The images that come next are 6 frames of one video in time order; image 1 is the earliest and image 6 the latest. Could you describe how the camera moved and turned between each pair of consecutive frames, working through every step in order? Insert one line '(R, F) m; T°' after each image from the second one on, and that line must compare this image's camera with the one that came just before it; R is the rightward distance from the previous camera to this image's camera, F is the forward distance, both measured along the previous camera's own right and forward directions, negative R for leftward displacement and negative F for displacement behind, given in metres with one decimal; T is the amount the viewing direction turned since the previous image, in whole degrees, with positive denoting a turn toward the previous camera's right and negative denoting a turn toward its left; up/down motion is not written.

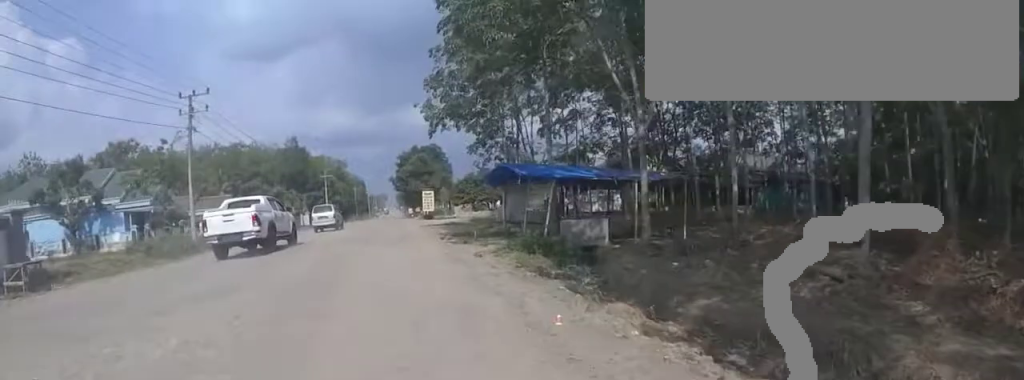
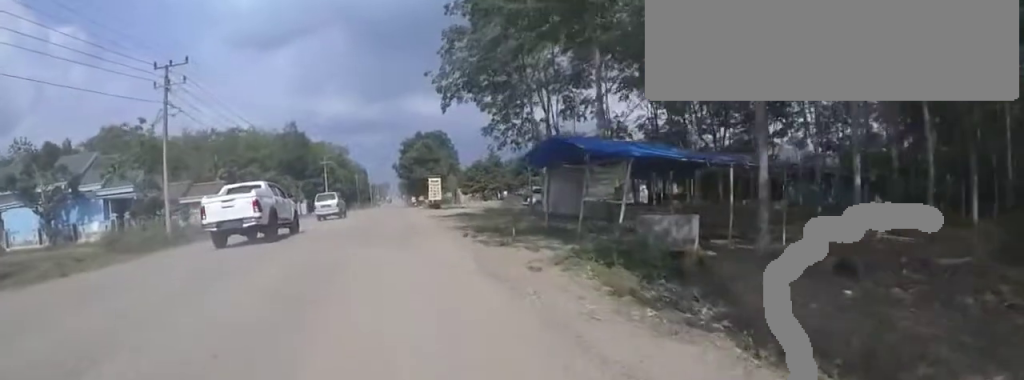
(0.0, +3.3) m; 0°
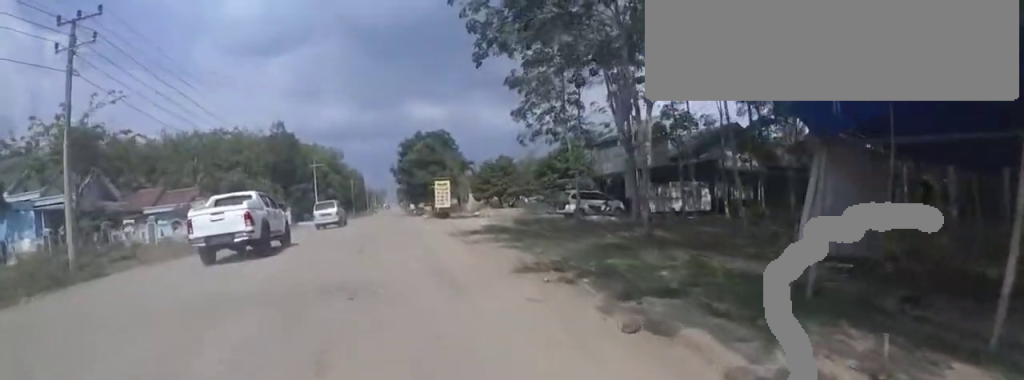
(0.0, +7.1) m; 0°
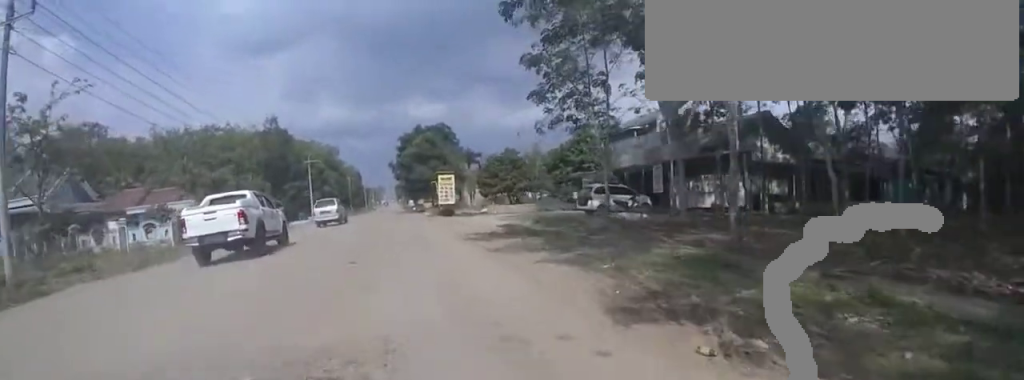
(0.0, +3.0) m; 0°
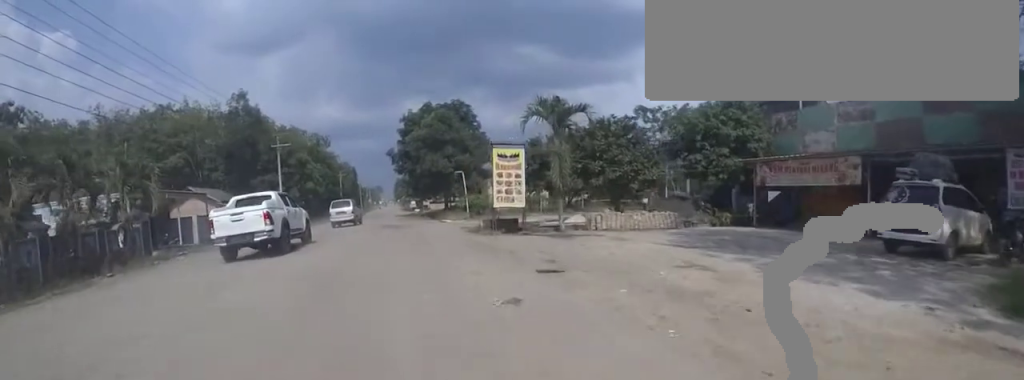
(0.0, +17.6) m; 0°
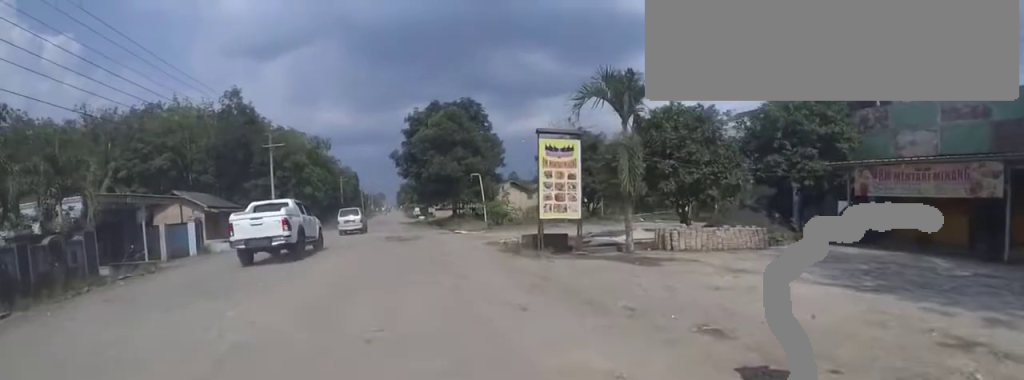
(0.0, +4.7) m; 0°
